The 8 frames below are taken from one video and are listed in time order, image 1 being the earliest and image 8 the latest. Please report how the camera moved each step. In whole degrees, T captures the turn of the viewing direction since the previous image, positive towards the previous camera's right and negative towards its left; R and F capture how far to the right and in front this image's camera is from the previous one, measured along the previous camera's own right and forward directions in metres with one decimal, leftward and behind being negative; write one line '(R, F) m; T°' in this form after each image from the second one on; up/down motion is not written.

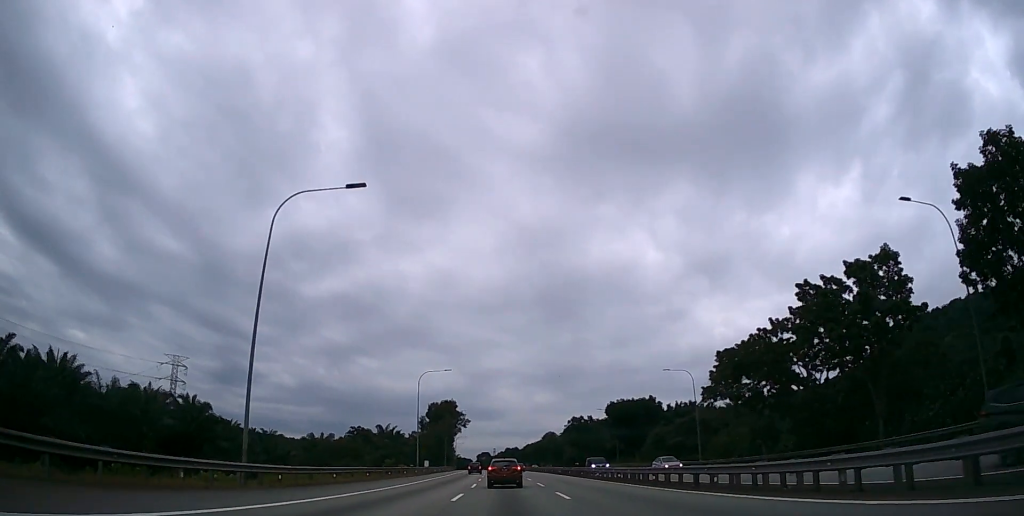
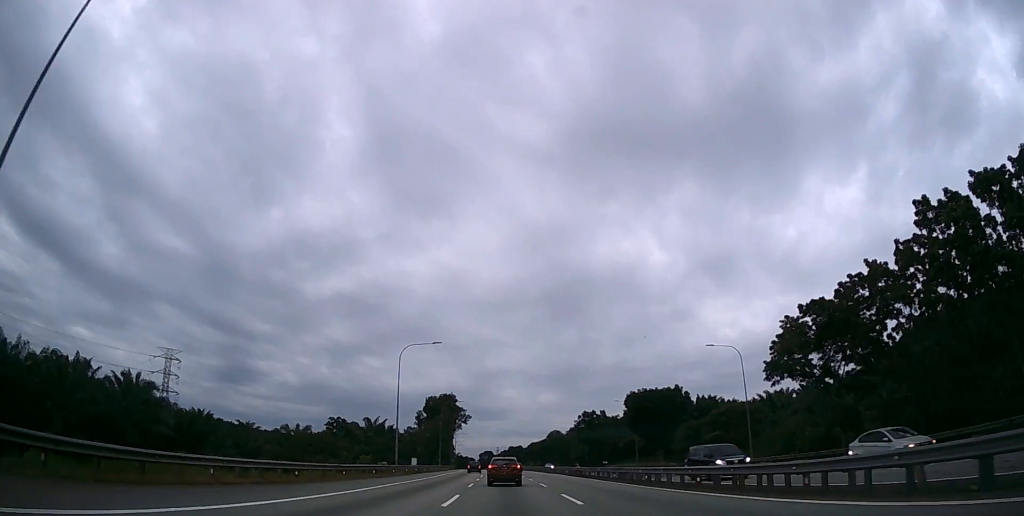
(0.0, +14.3) m; 0°
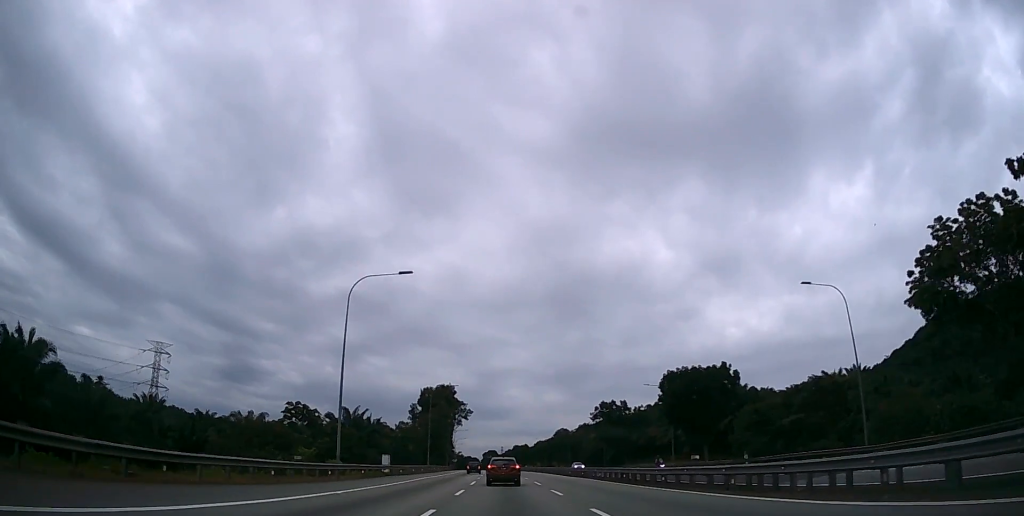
(-0.1, +19.2) m; -1°
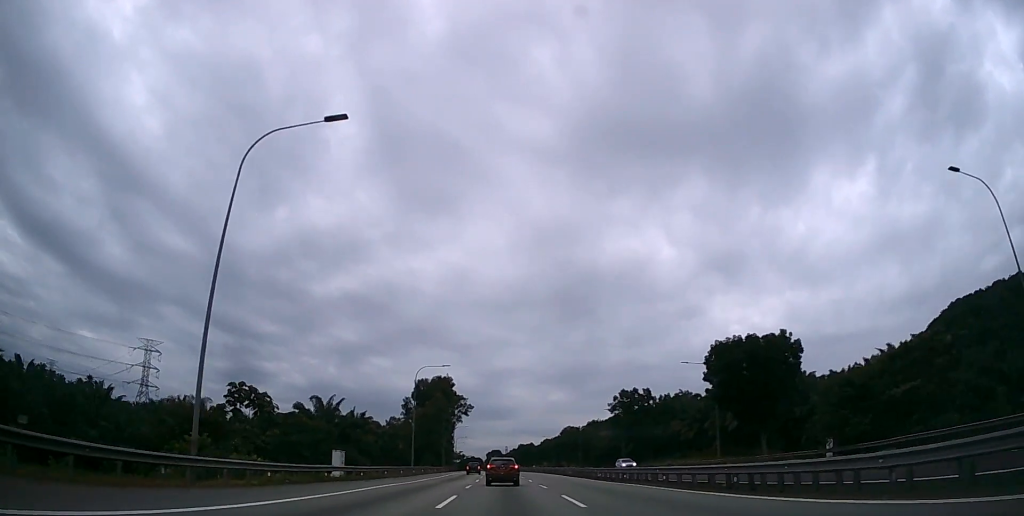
(-0.1, +16.3) m; 0°
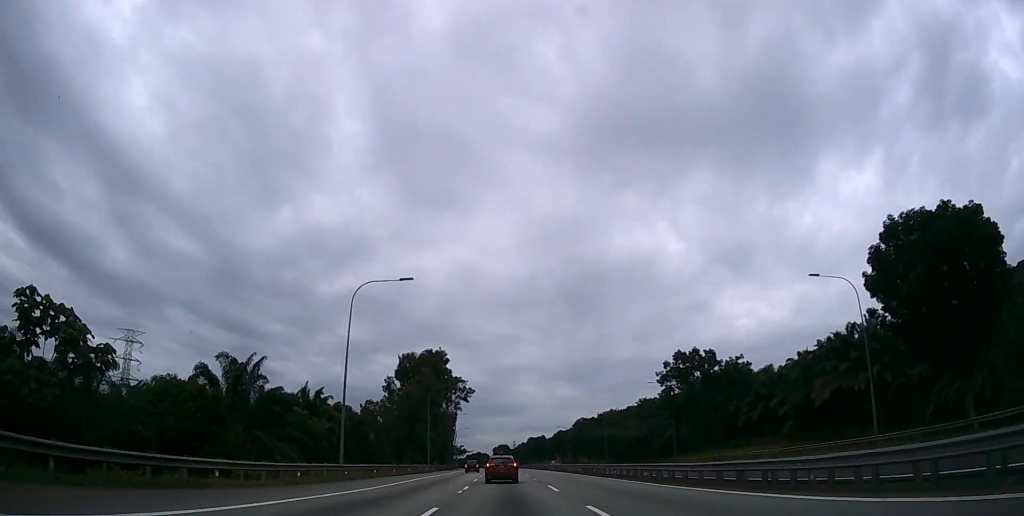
(-0.2, +28.8) m; -1°
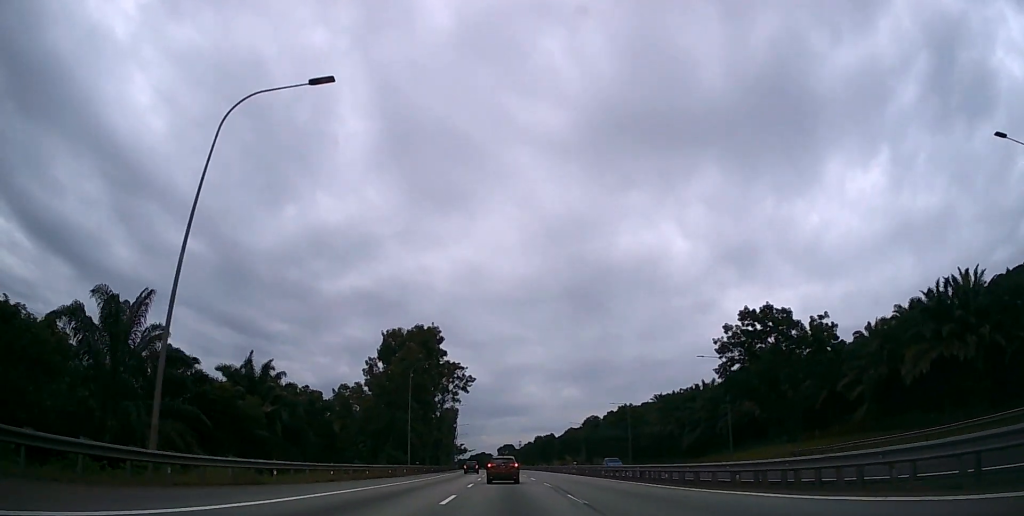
(-0.1, +19.2) m; 0°
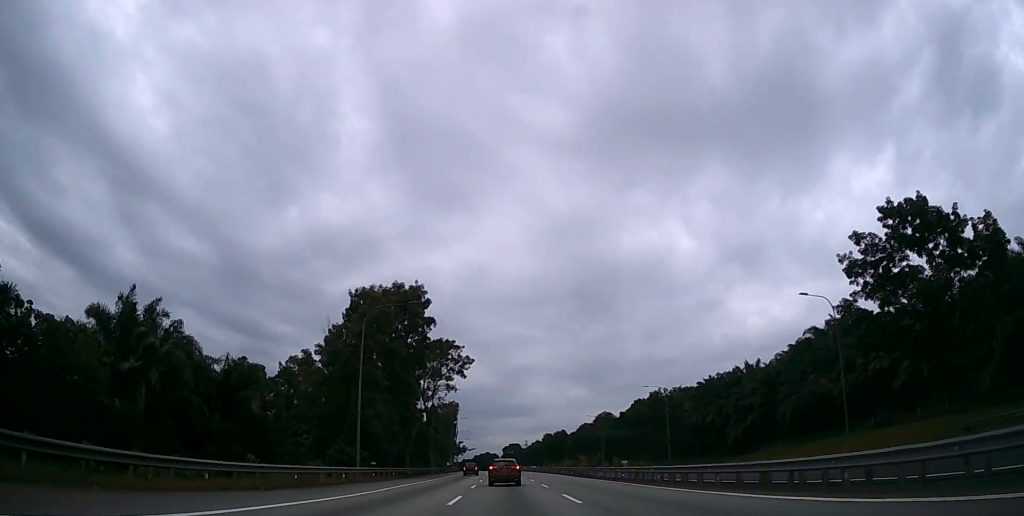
(-0.1, +22.1) m; -1°
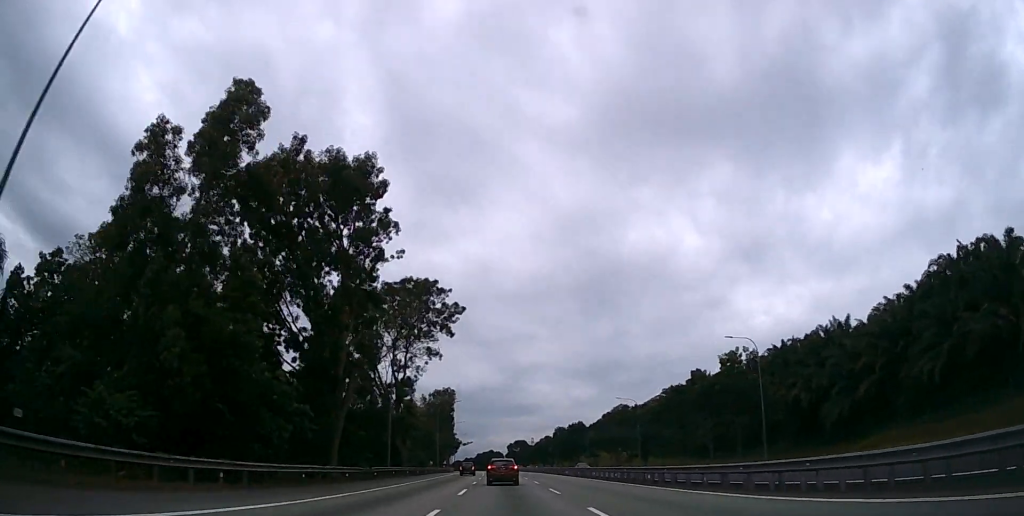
(-0.2, +30.7) m; -1°
